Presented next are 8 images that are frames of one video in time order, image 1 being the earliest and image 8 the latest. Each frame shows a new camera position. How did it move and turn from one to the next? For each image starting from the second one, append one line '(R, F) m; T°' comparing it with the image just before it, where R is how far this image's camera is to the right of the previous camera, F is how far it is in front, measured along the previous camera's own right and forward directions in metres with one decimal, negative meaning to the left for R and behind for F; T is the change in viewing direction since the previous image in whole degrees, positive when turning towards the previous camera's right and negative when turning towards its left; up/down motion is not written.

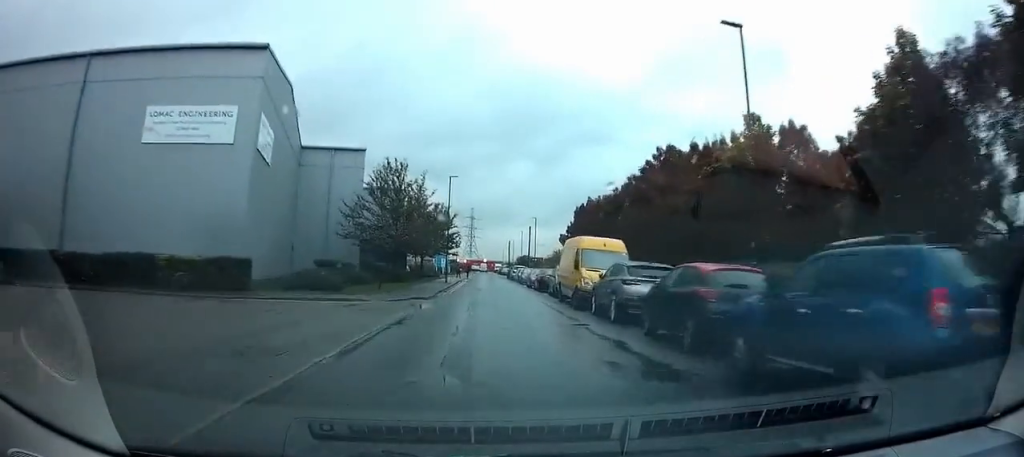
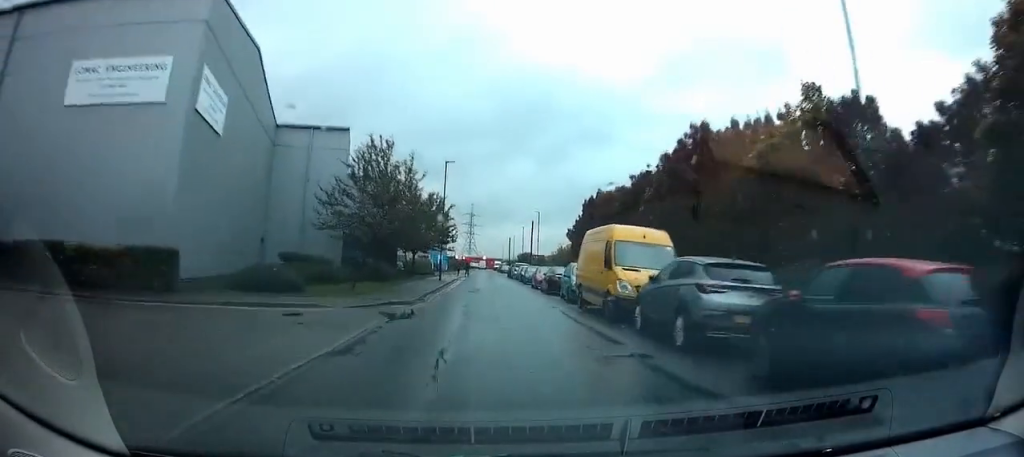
(0.0, +5.2) m; -1°
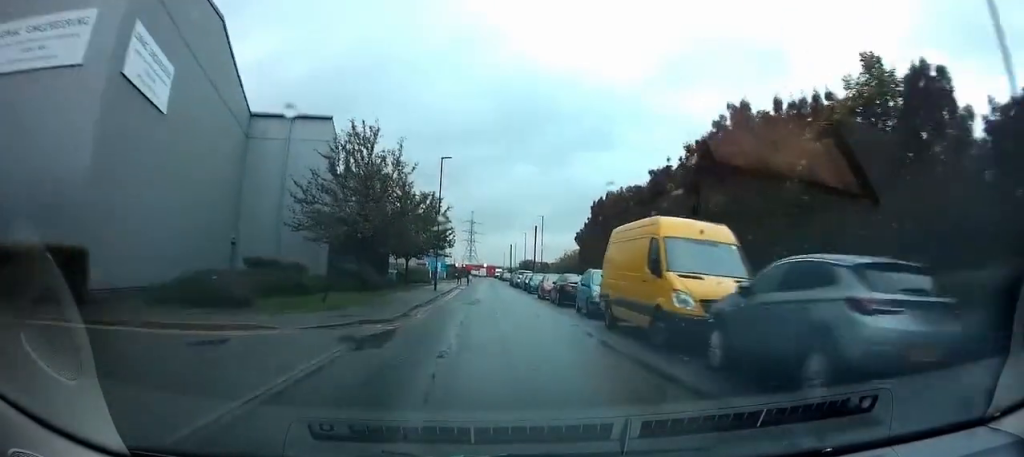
(0.0, +4.2) m; 0°
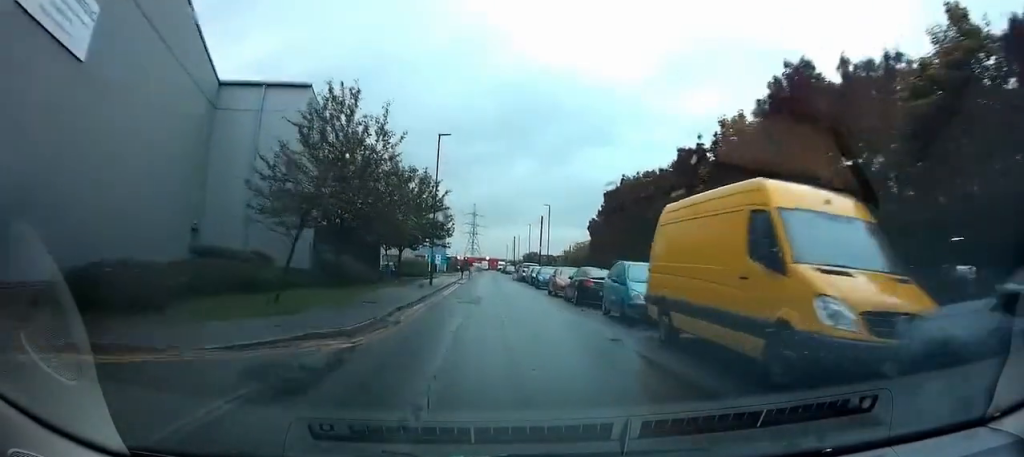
(0.0, +4.4) m; 0°
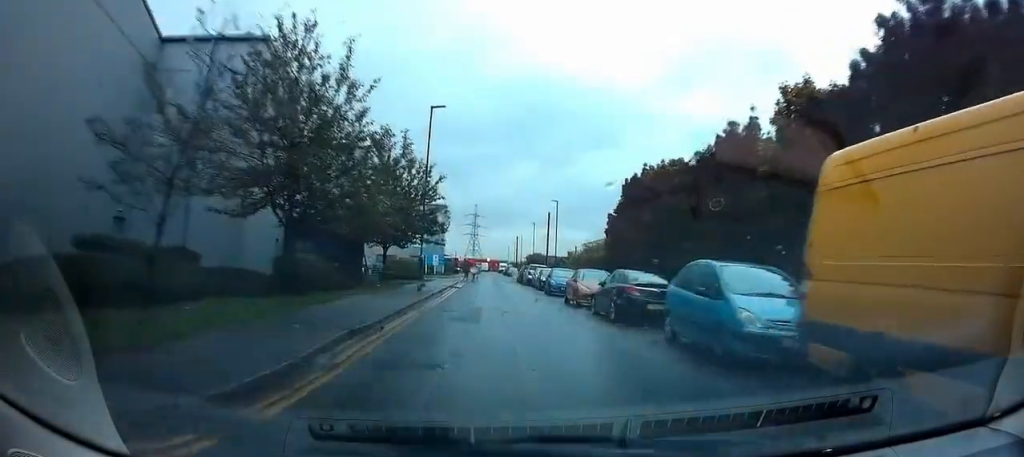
(0.0, +5.9) m; 0°
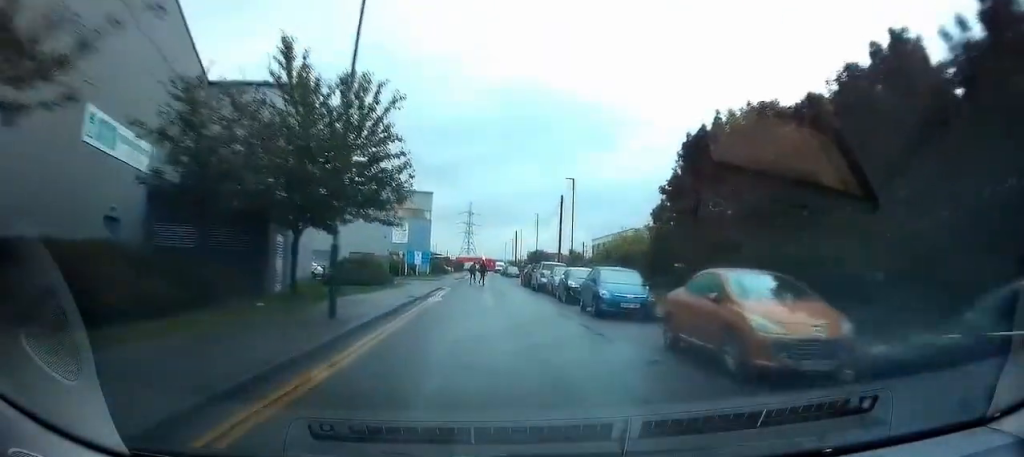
(-0.1, +14.0) m; 0°
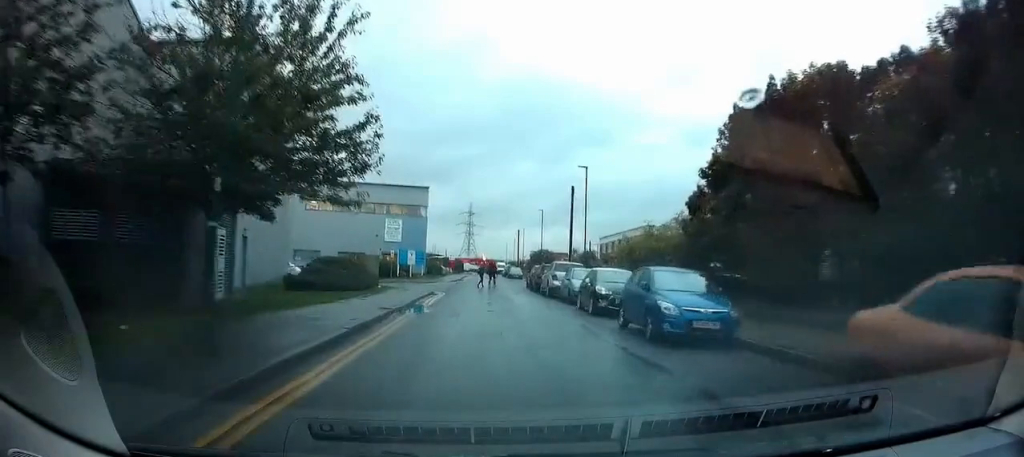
(0.0, +5.6) m; 0°
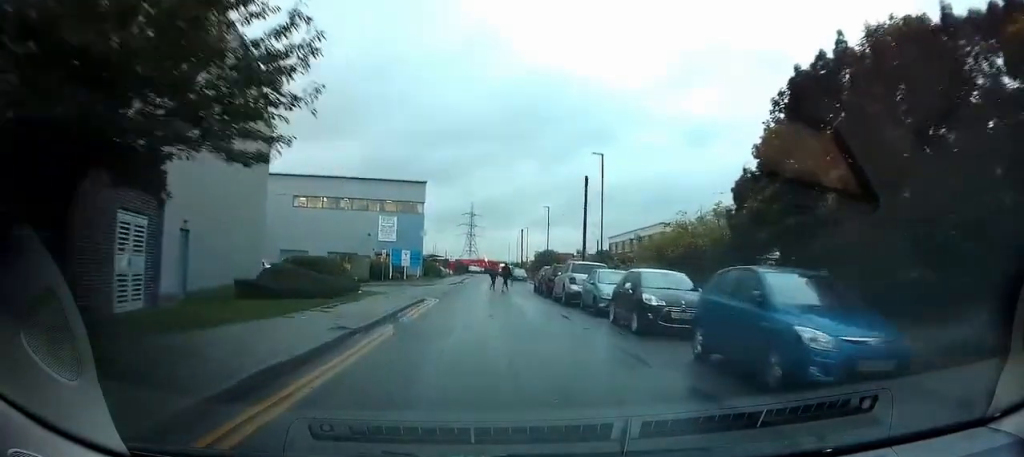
(0.0, +5.1) m; +1°
